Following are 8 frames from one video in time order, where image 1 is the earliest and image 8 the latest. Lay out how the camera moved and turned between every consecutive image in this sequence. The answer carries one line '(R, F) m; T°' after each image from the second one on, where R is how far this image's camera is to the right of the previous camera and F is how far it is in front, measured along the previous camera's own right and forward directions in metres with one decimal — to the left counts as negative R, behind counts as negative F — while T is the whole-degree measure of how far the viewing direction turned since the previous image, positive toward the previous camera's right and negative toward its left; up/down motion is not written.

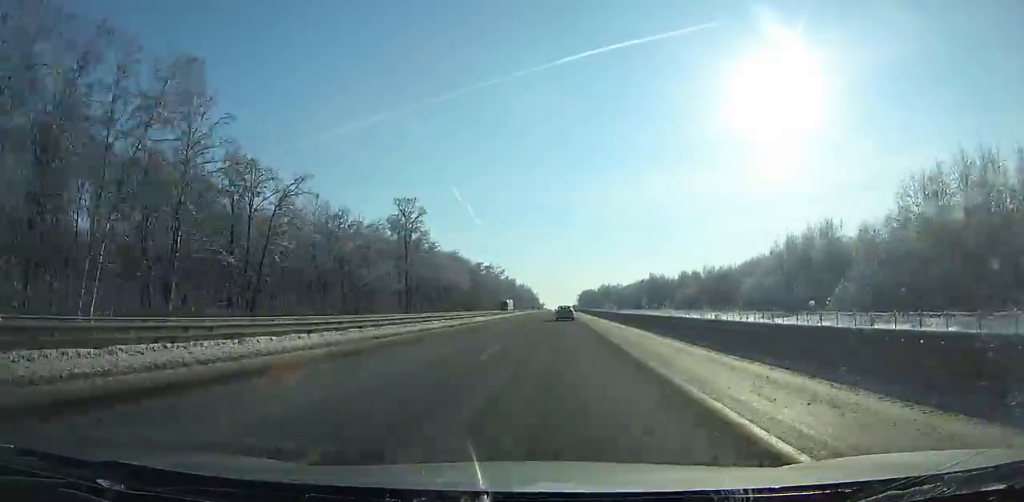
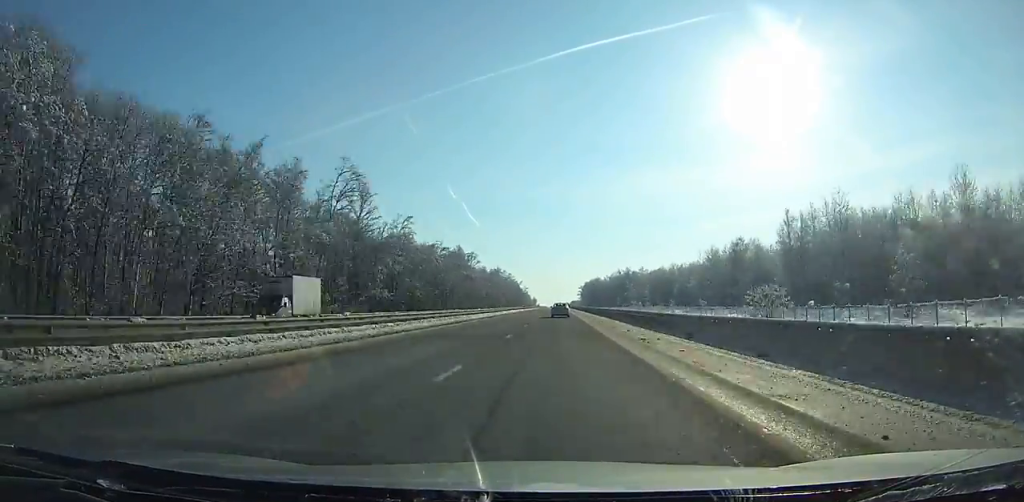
(+0.2, +171.4) m; 0°
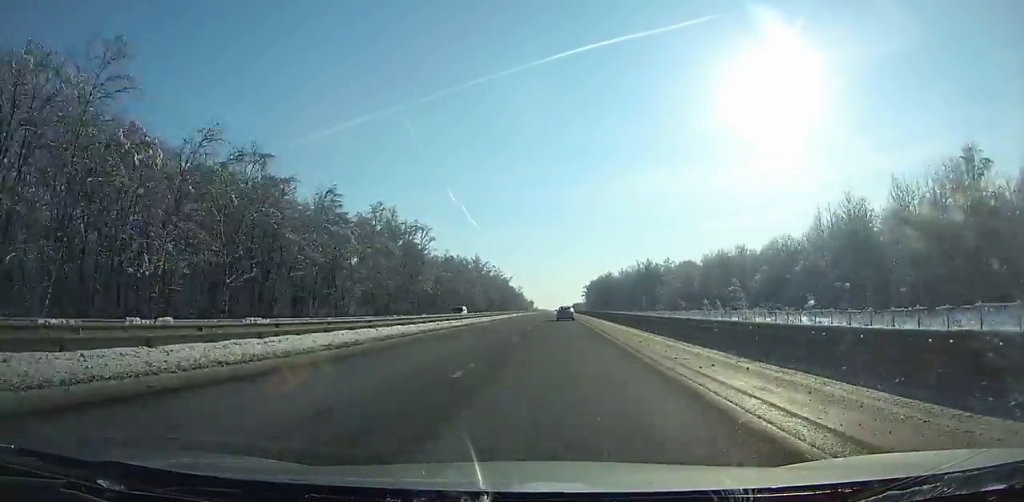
(-0.1, +83.2) m; 0°
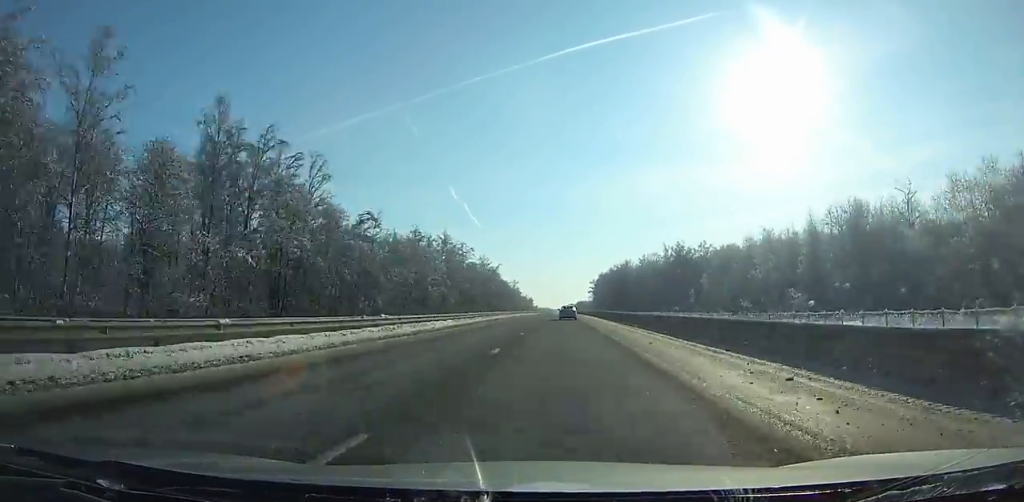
(0.0, +68.1) m; 0°
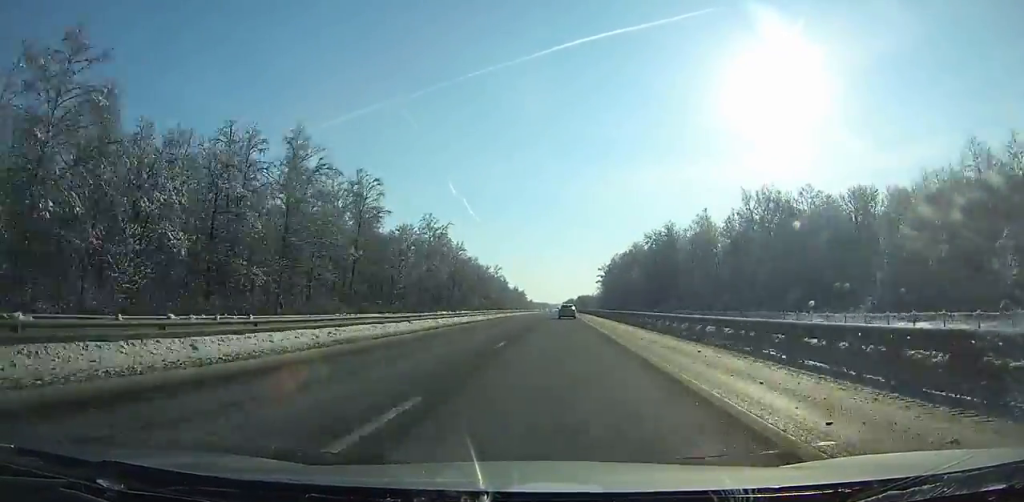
(-0.1, +92.9) m; 0°
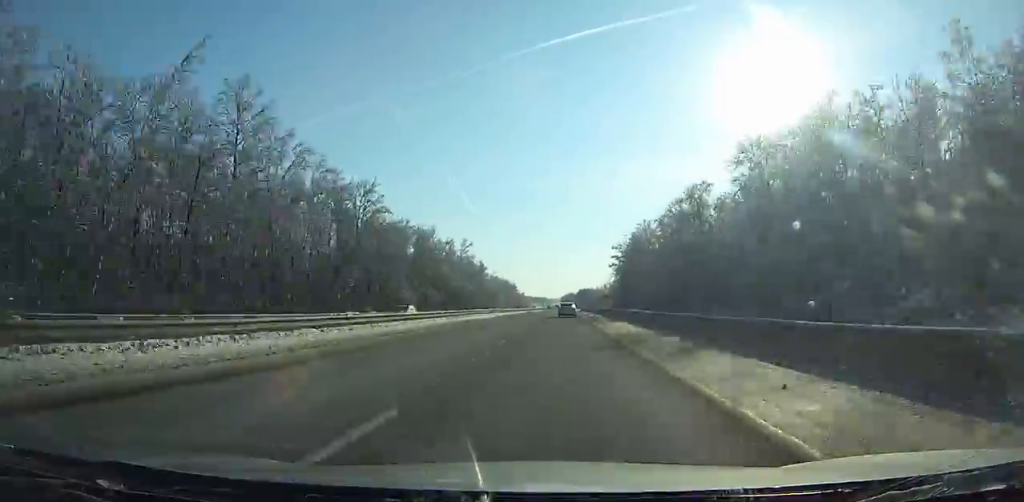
(+0.3, +83.3) m; +1°
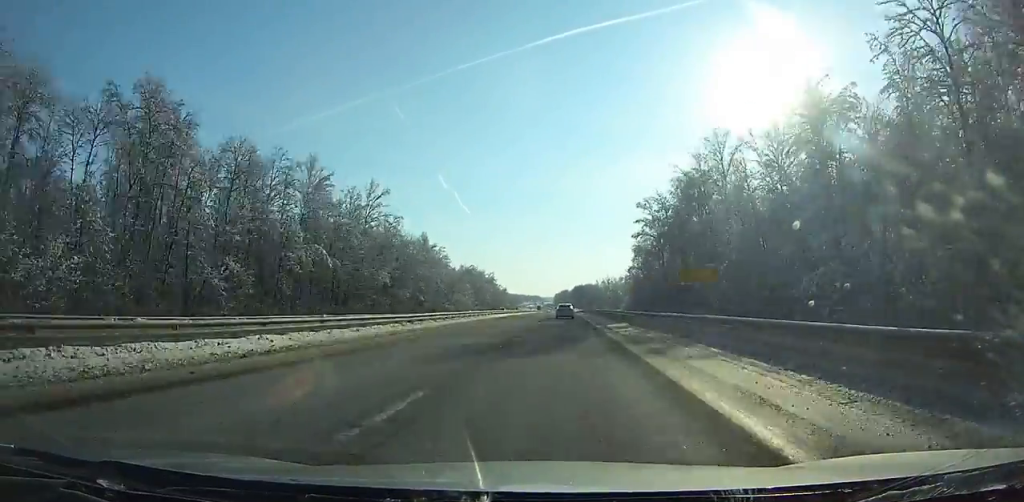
(+0.4, +82.8) m; 0°
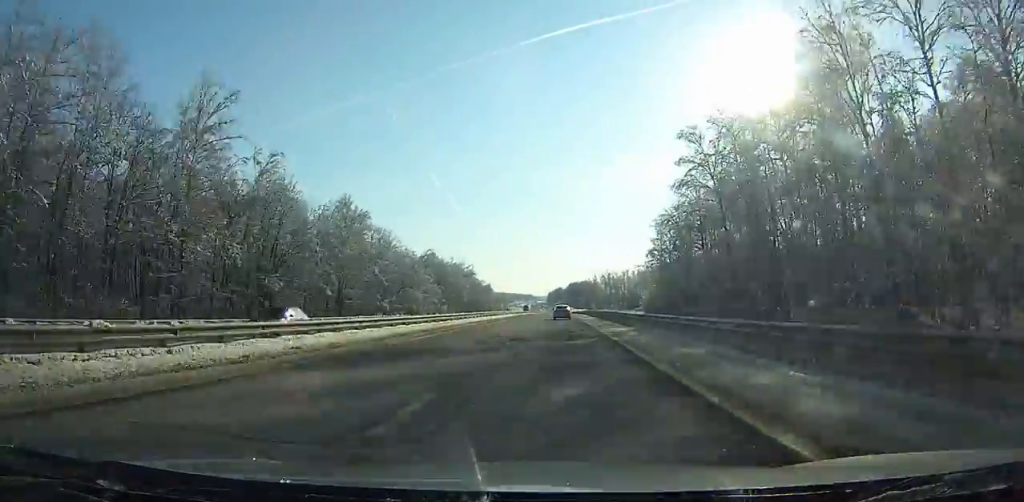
(+0.1, +48.8) m; 0°
